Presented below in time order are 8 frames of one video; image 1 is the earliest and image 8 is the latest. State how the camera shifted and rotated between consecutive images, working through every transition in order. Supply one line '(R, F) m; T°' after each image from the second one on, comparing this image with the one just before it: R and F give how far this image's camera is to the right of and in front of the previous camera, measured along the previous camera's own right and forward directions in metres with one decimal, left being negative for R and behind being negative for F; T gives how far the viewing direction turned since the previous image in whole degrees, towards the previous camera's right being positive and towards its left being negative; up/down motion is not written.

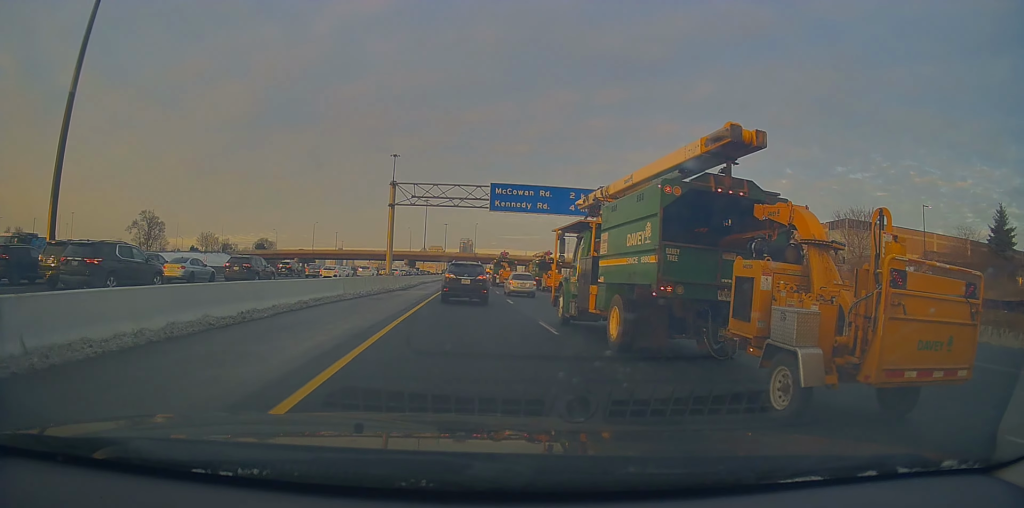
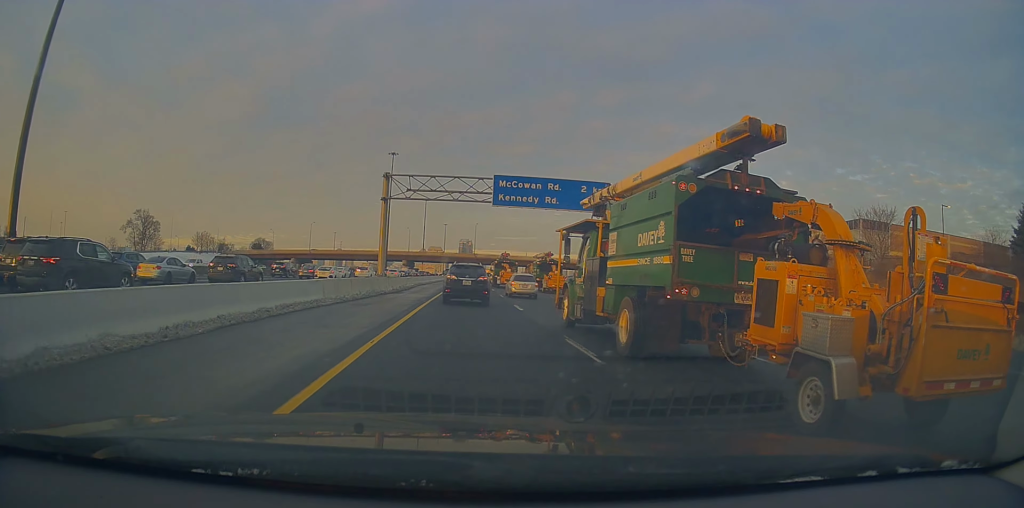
(0.0, +3.8) m; +1°
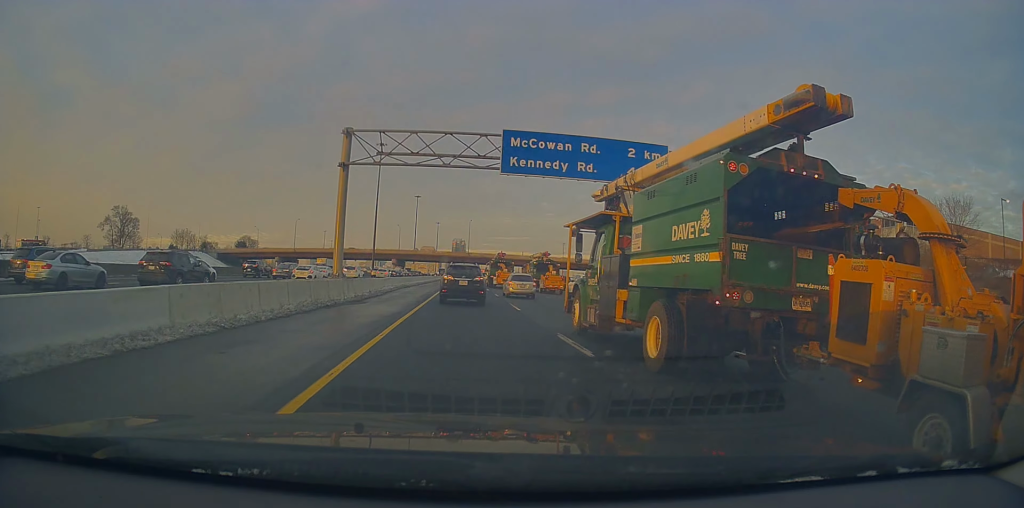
(+0.6, +11.4) m; +4°
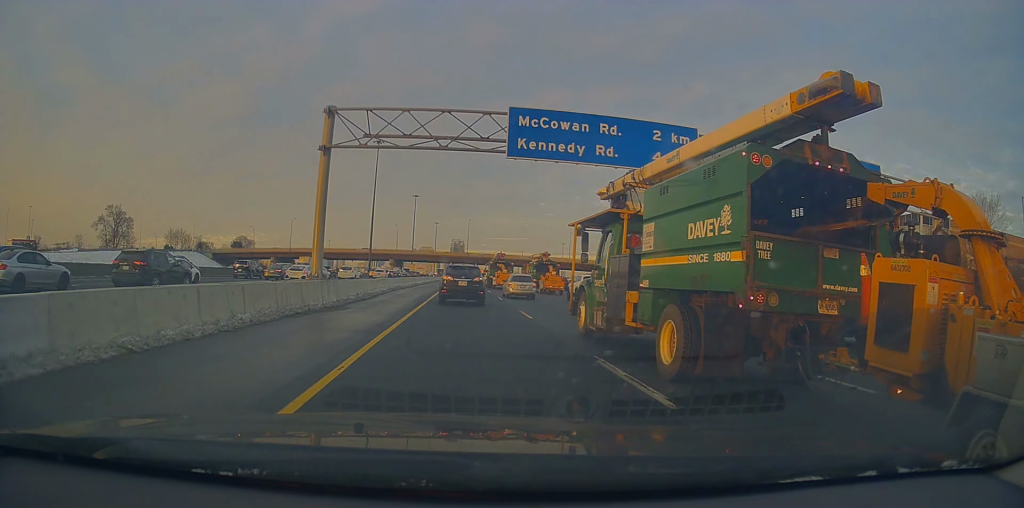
(+0.1, +3.5) m; 0°
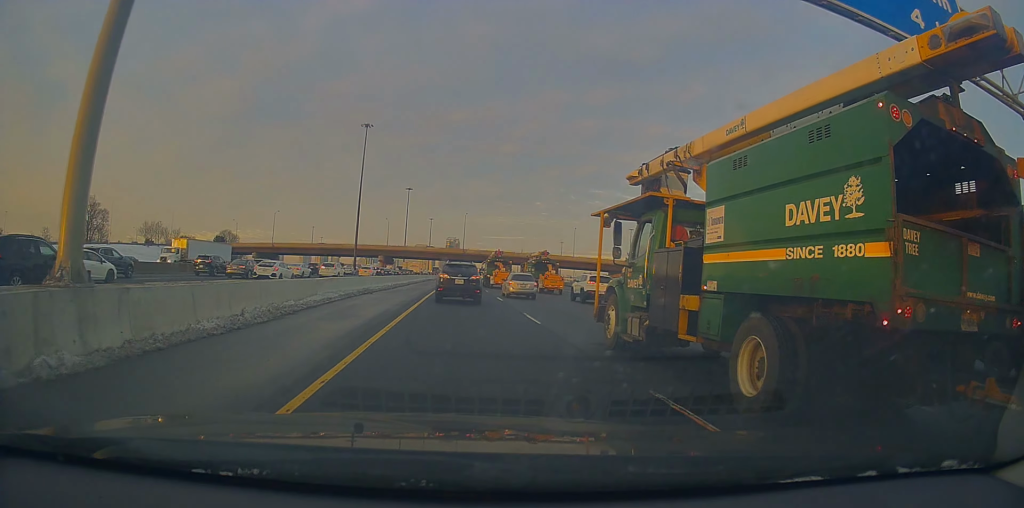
(+0.1, +14.8) m; 0°
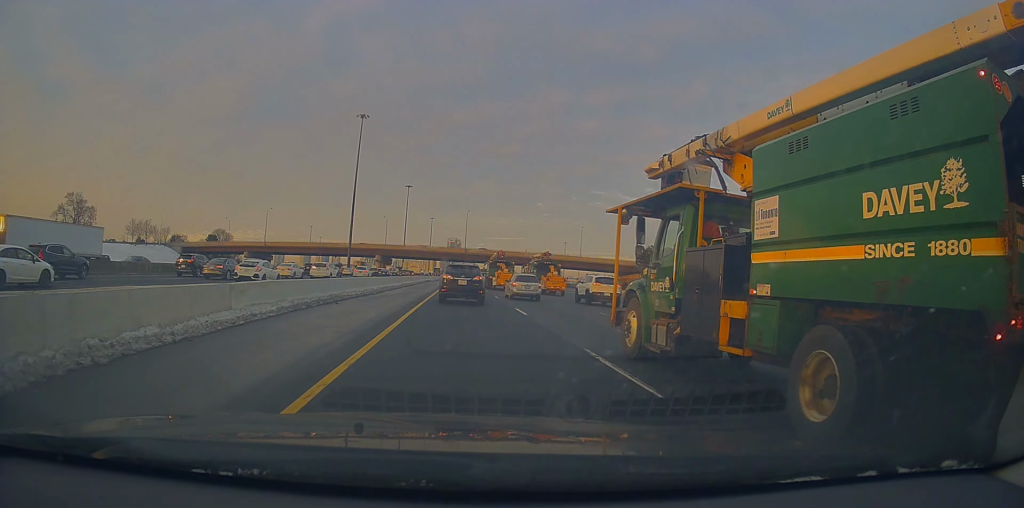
(-0.2, +9.1) m; -1°
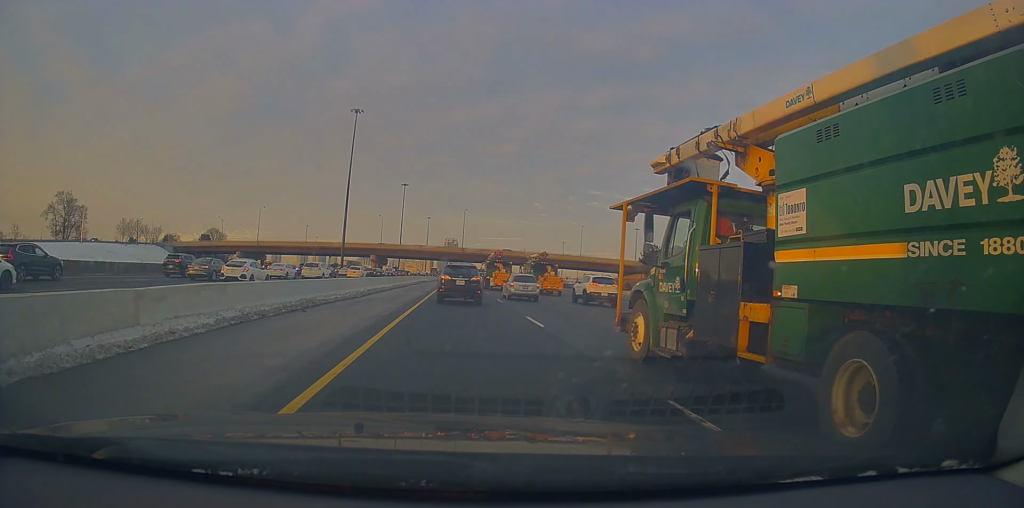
(-0.3, +4.4) m; 0°
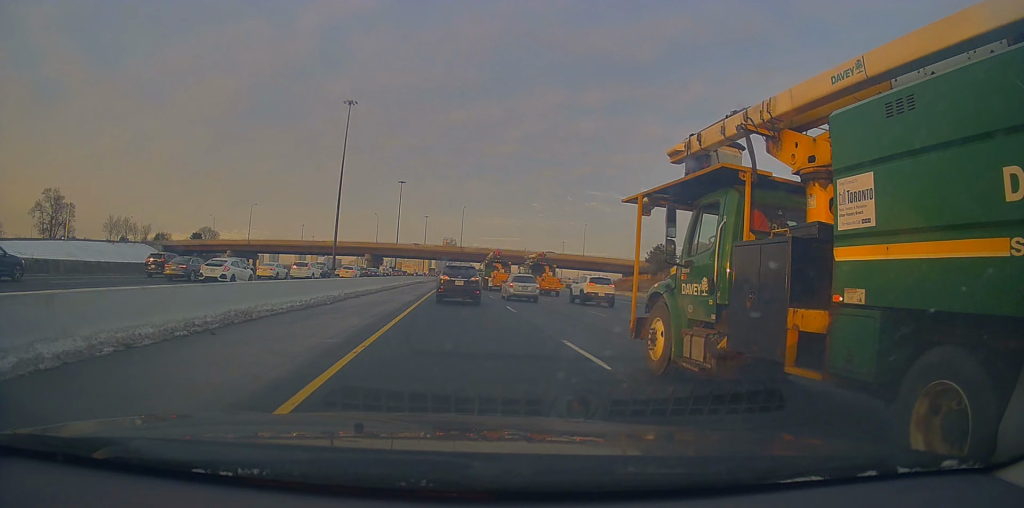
(+0.3, +6.5) m; +1°
